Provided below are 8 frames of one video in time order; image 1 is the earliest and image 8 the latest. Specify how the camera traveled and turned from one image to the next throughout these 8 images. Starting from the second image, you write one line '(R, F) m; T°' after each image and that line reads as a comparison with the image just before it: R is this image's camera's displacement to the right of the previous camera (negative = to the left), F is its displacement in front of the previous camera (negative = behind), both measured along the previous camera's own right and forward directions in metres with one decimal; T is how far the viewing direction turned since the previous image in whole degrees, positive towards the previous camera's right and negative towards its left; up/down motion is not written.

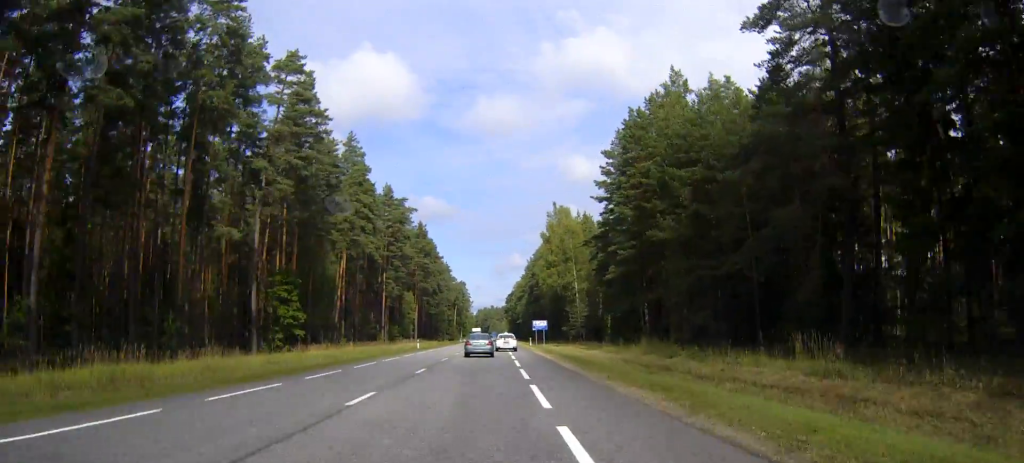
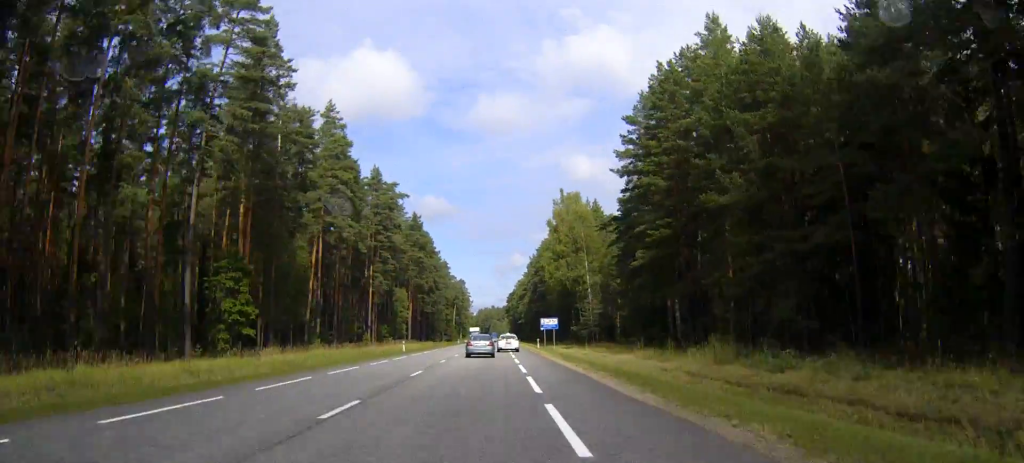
(0.0, +11.1) m; 0°
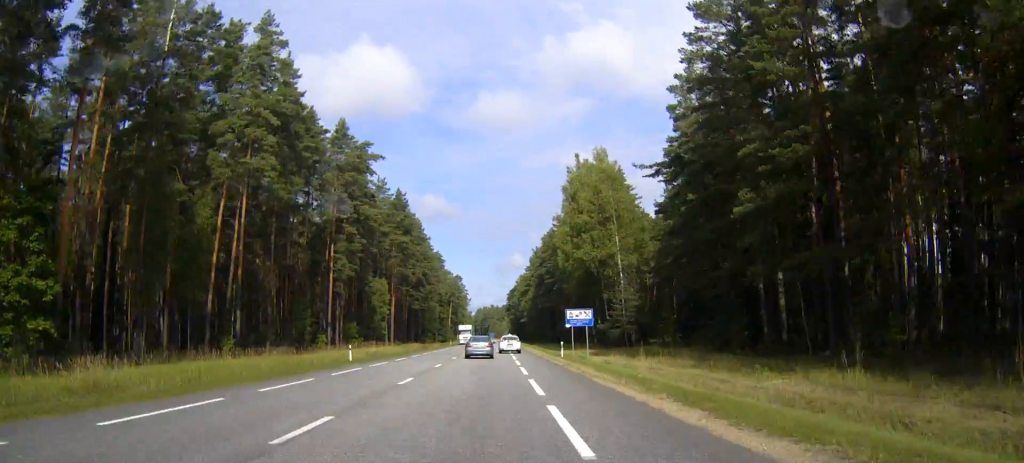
(0.0, +21.2) m; -1°
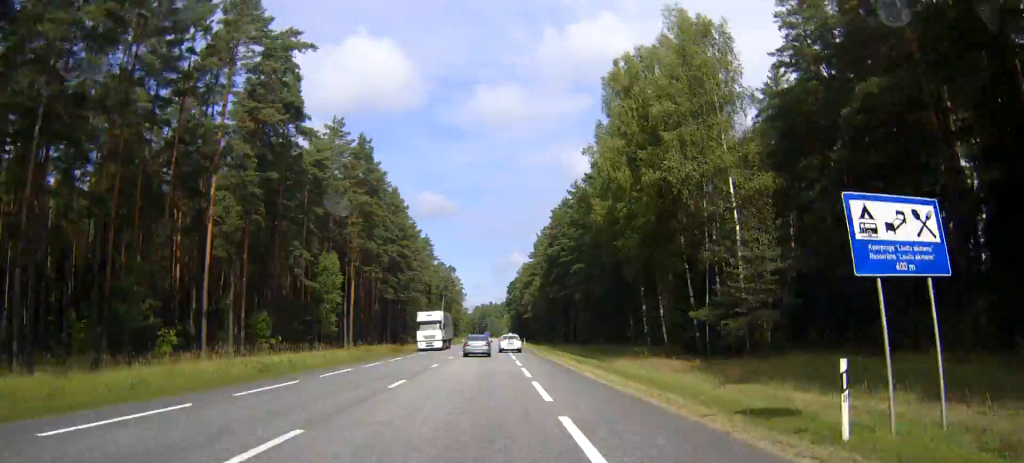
(-0.9, +32.4) m; -2°
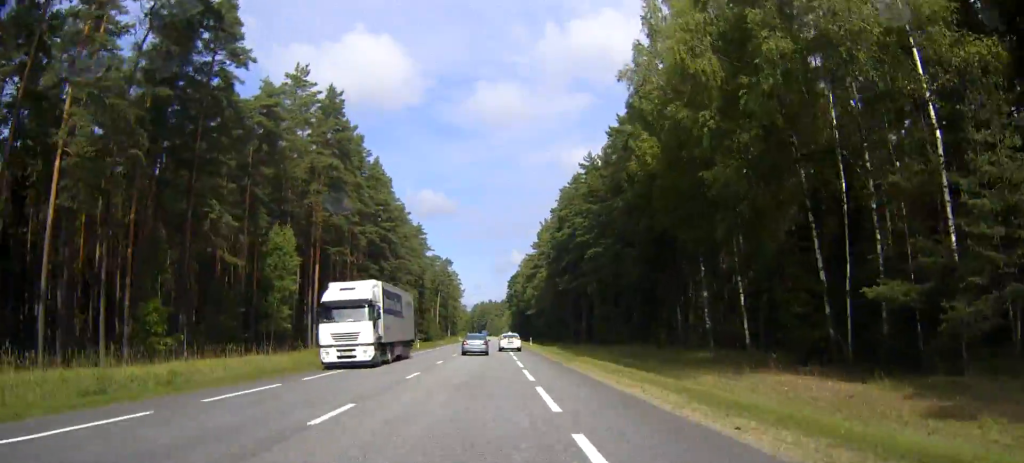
(0.0, +18.2) m; +1°
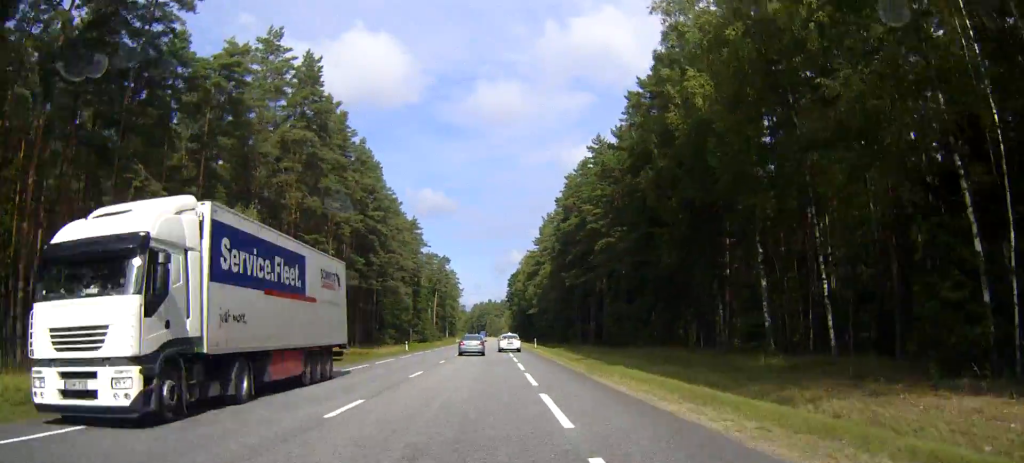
(-0.1, +10.0) m; +1°
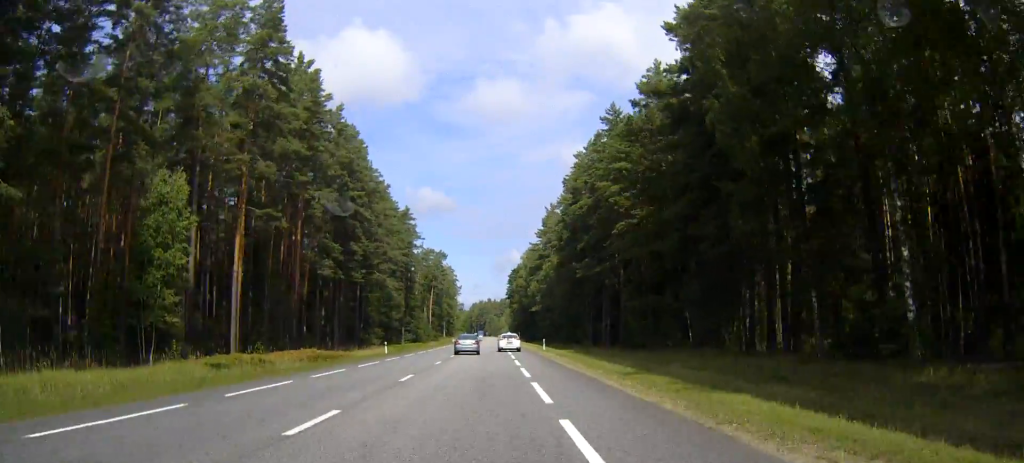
(+0.3, +13.6) m; +1°
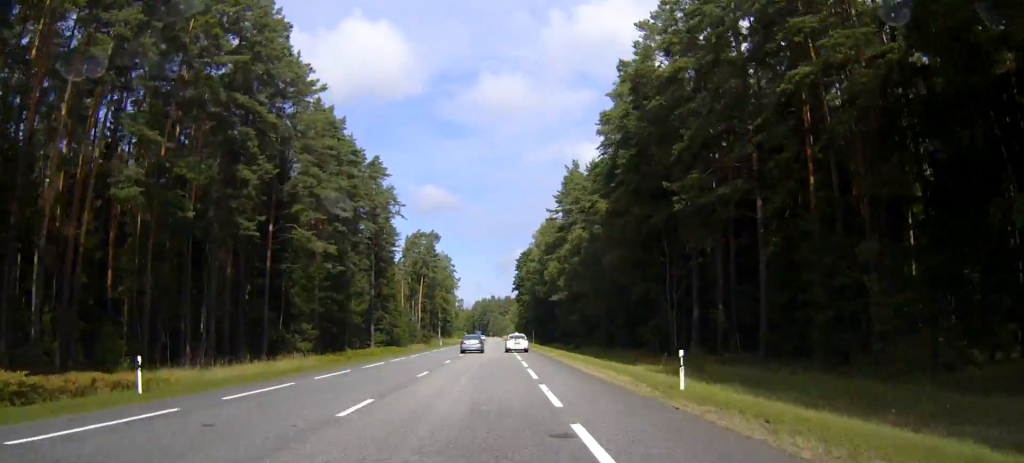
(+0.6, +43.1) m; +2°
